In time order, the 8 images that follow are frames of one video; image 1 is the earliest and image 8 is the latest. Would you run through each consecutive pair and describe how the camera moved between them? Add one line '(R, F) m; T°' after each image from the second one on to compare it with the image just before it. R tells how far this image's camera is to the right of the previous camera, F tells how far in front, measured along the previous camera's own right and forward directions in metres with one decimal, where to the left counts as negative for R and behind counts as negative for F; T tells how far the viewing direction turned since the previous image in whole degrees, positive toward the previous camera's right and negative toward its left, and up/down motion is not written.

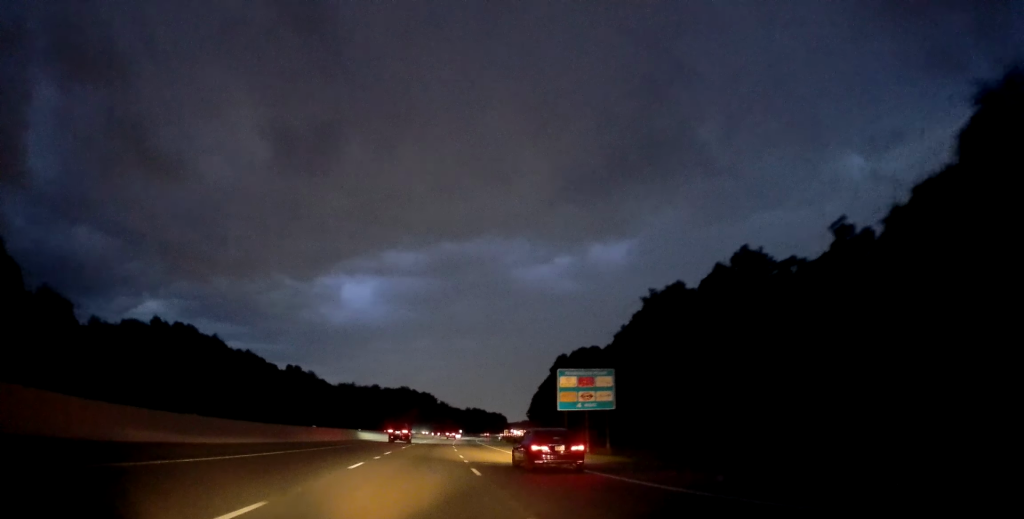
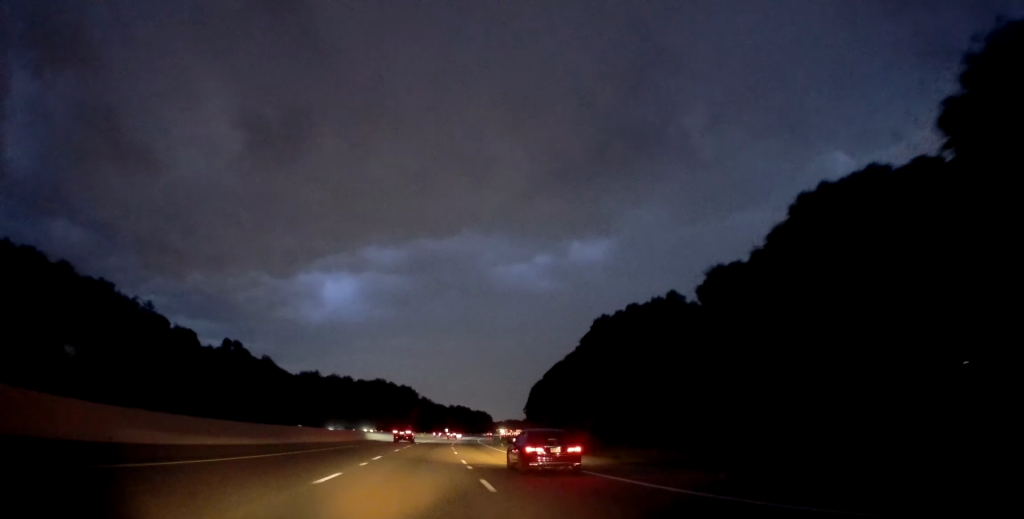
(+0.7, +52.2) m; +2°
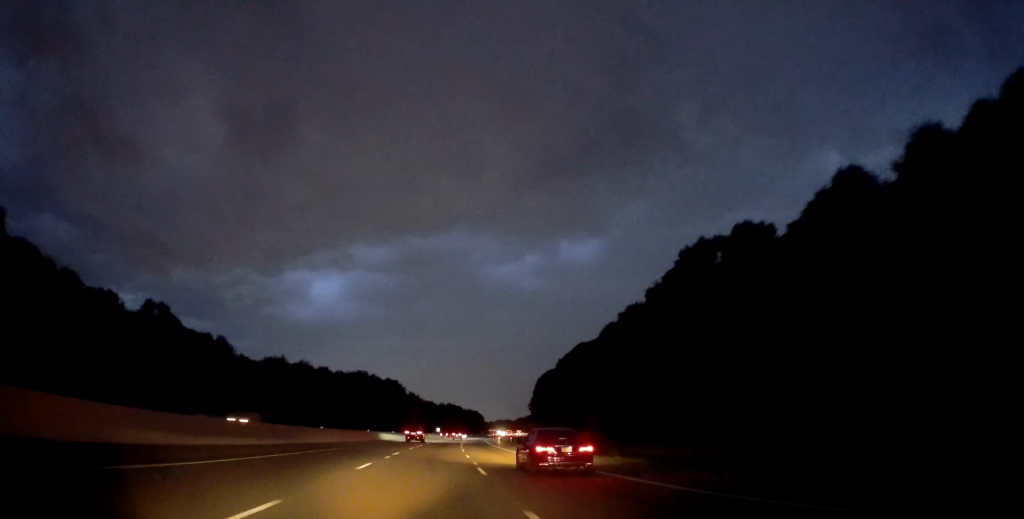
(+0.8, +43.0) m; +1°
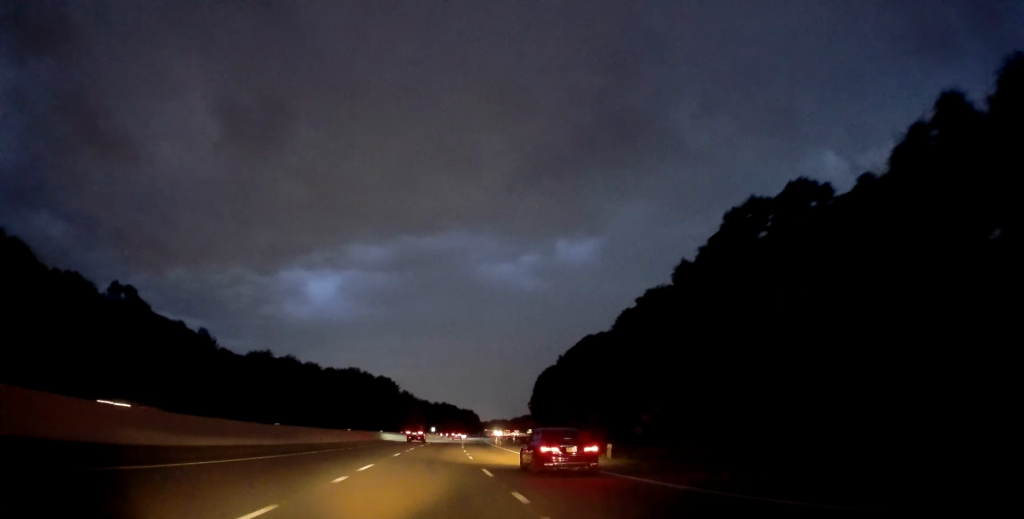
(0.0, +13.6) m; 0°
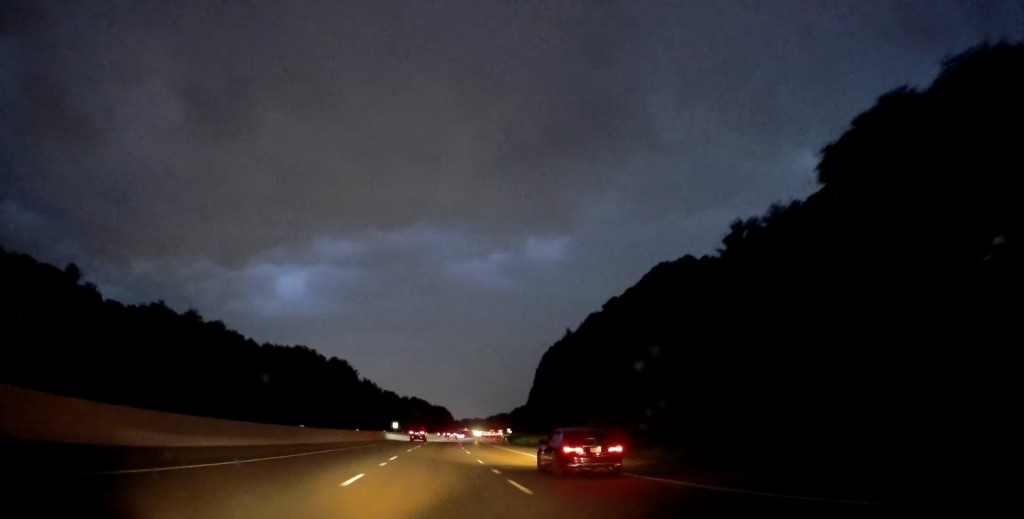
(+1.7, +65.1) m; +3°
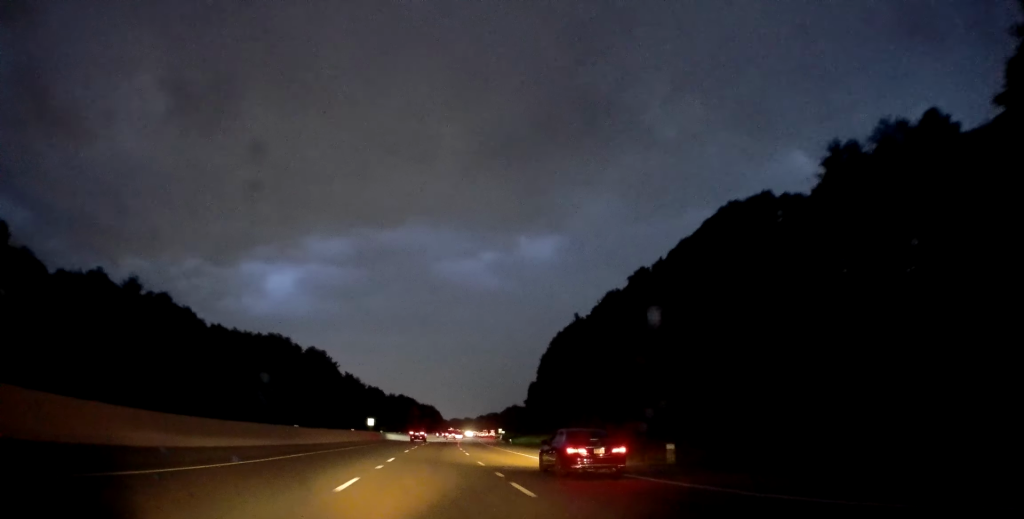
(+0.1, +25.2) m; 0°
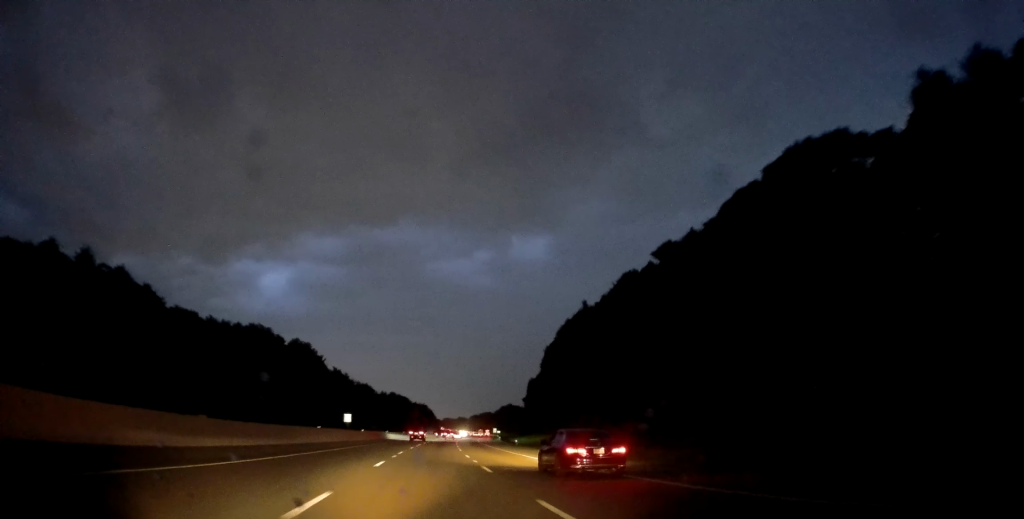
(0.0, +15.8) m; +1°
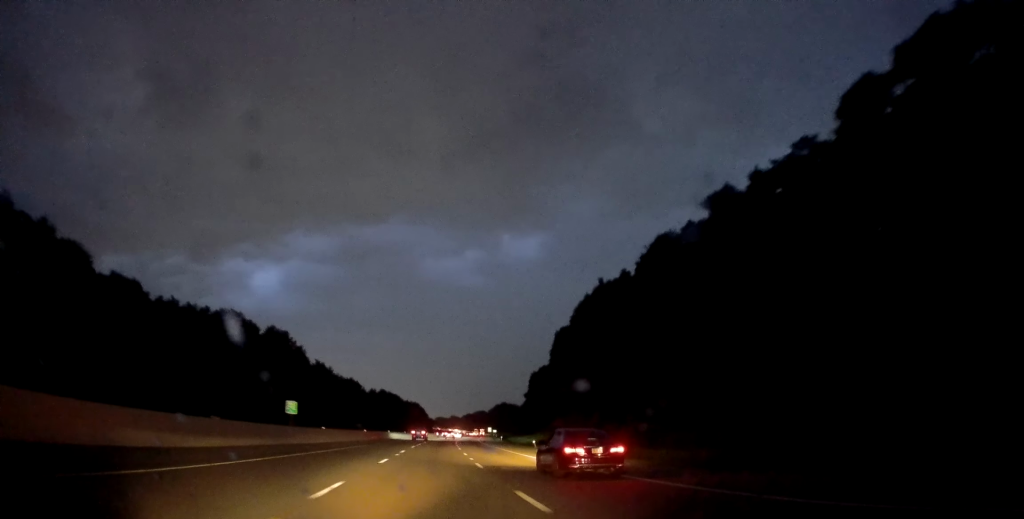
(+0.1, +22.1) m; 0°
